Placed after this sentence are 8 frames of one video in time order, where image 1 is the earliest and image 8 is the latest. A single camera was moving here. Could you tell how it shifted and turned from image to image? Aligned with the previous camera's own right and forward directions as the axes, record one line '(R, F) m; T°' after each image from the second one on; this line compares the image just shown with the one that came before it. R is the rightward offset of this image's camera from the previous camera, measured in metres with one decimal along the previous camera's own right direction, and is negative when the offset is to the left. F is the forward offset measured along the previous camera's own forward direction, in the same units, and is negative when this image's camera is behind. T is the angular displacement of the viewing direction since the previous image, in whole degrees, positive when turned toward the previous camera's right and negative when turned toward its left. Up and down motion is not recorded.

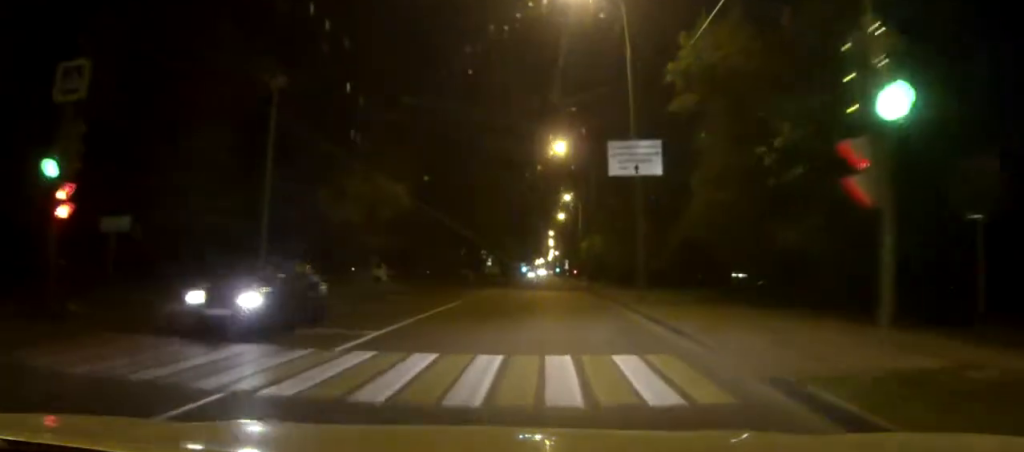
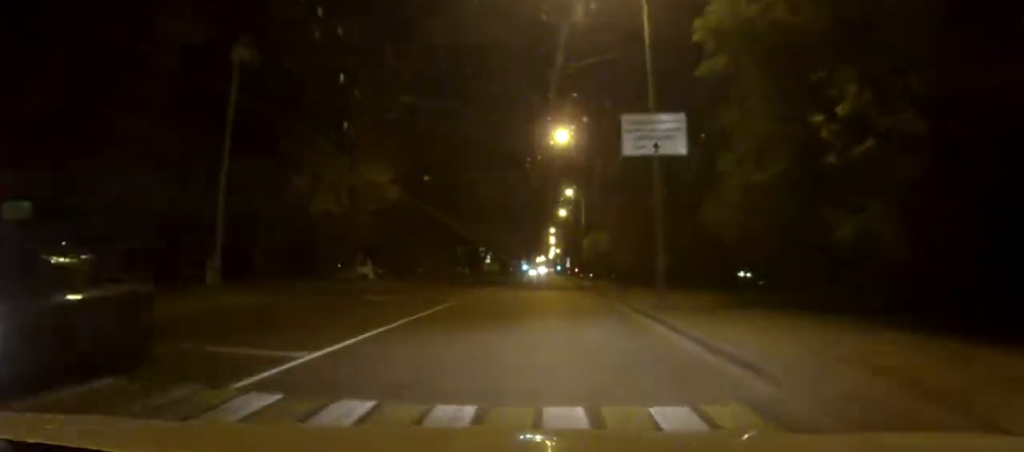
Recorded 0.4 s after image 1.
(0.0, +4.0) m; +1°
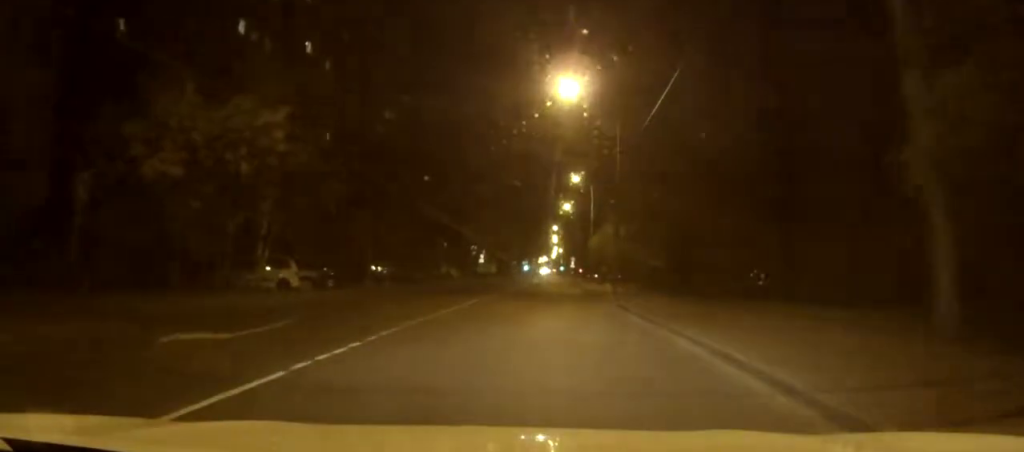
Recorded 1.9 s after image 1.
(+0.2, +14.5) m; +1°
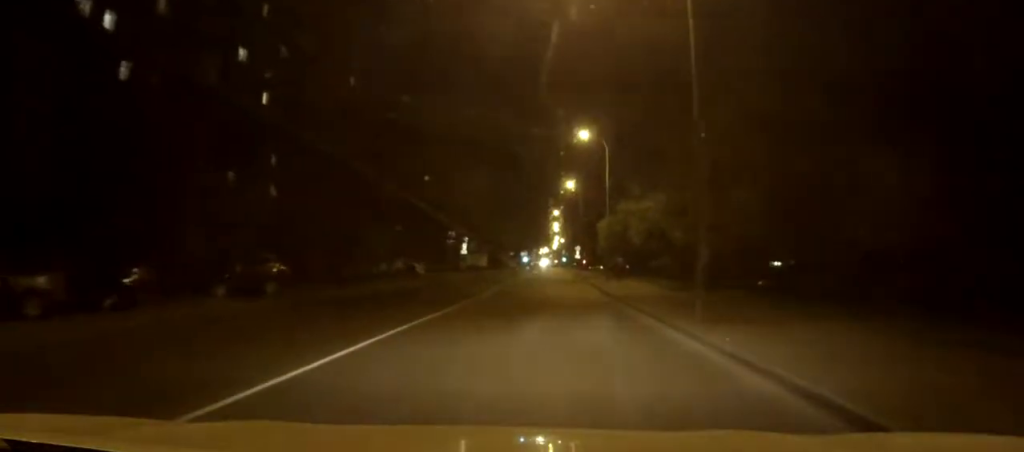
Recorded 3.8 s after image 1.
(+0.5, +20.5) m; +1°
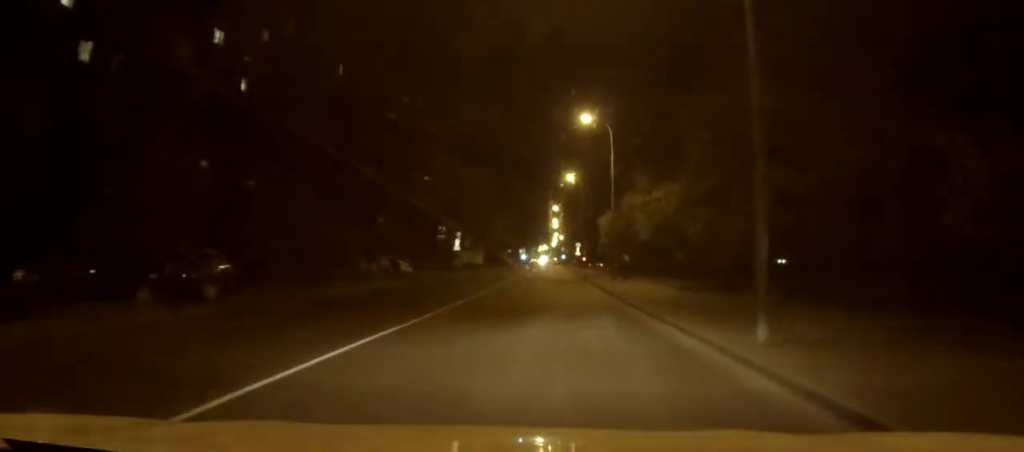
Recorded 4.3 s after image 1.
(-0.1, +5.2) m; -1°
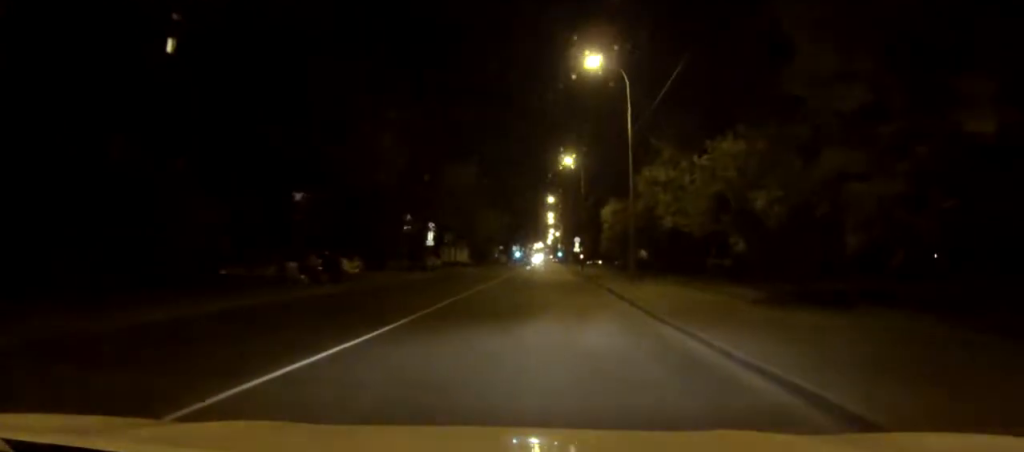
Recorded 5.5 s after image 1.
(-0.3, +13.6) m; -1°
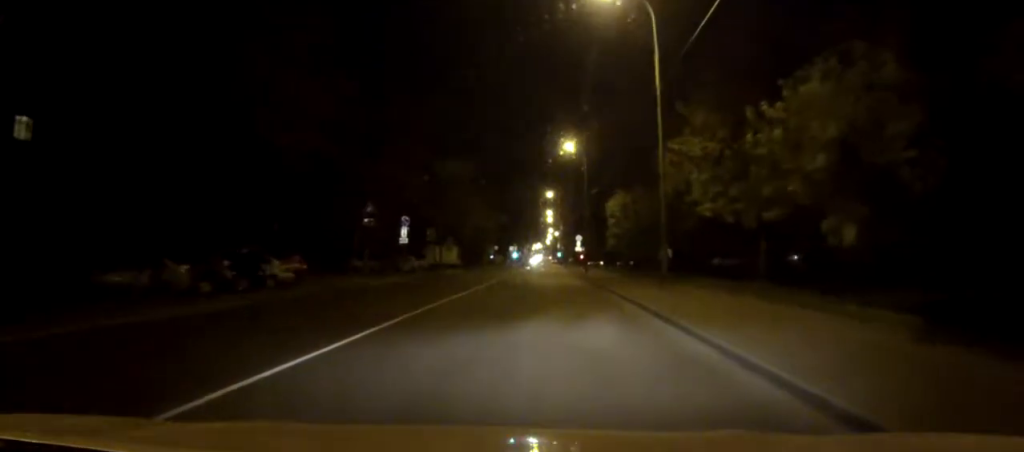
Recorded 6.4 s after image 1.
(+0.2, +10.2) m; +1°
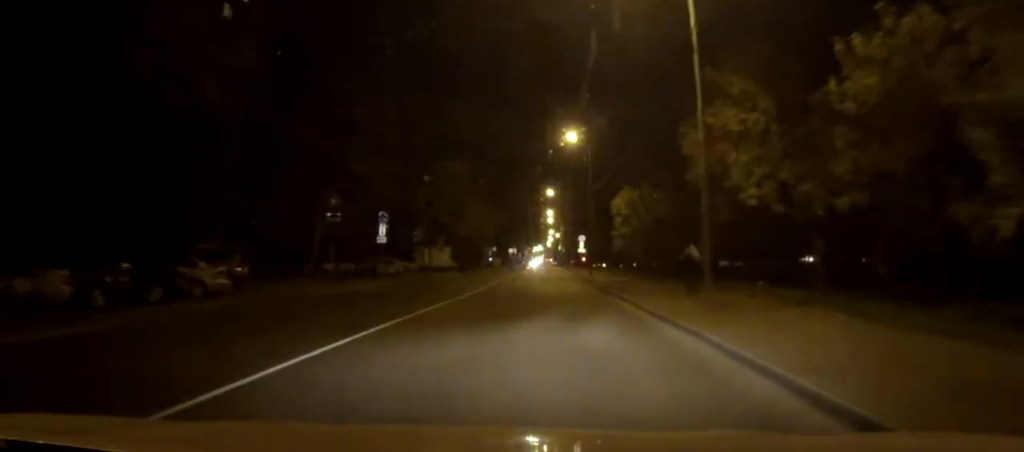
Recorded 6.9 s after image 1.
(0.0, +6.9) m; 0°
